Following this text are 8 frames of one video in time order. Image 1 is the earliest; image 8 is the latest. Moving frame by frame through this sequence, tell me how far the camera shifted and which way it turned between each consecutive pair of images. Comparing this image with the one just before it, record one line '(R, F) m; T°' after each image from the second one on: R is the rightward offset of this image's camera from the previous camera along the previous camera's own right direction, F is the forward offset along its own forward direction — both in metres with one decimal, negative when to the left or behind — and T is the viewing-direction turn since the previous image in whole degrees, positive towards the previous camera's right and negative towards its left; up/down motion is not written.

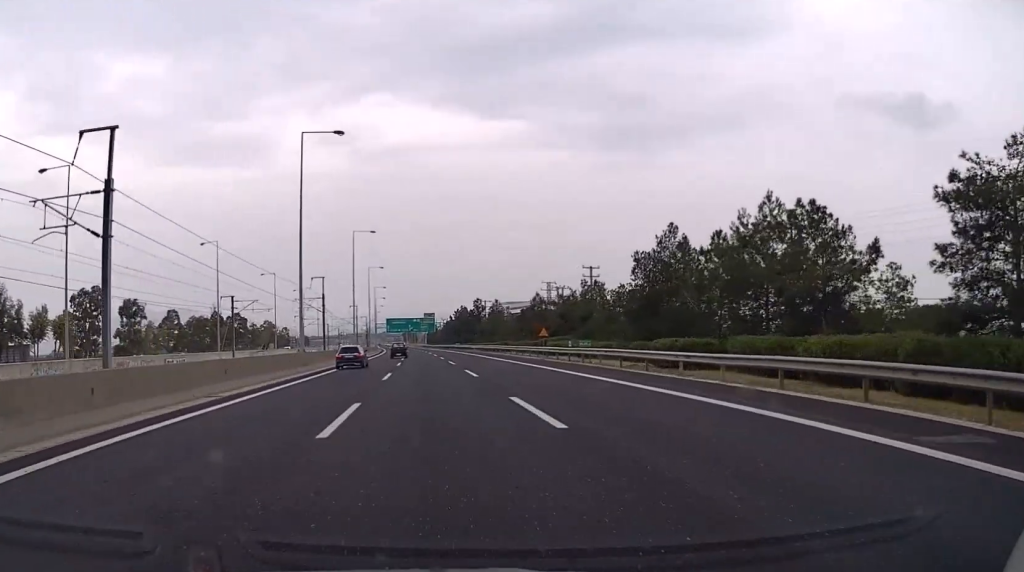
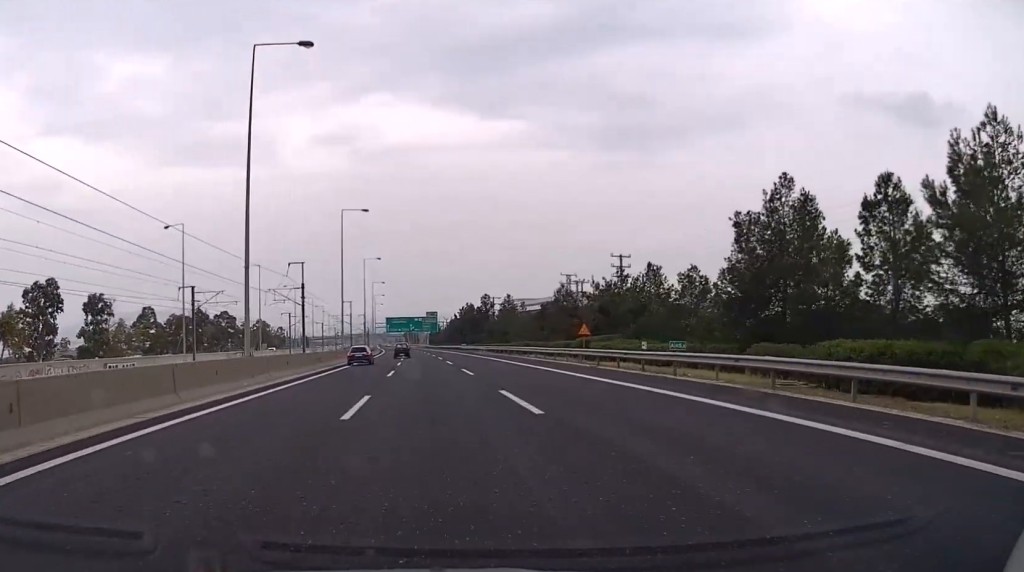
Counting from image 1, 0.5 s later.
(+0.1, +15.9) m; 0°
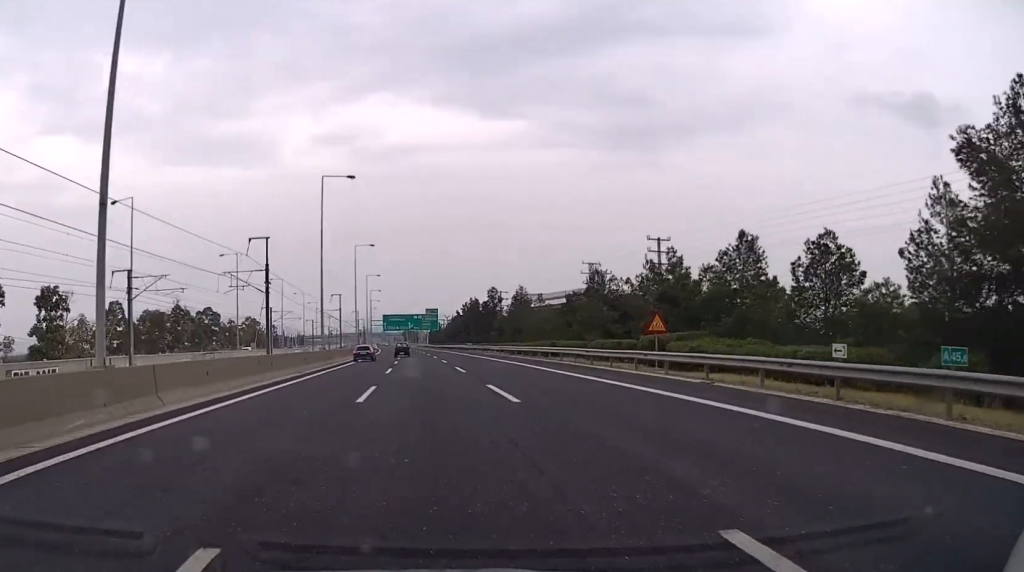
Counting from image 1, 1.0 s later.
(+0.1, +14.9) m; 0°
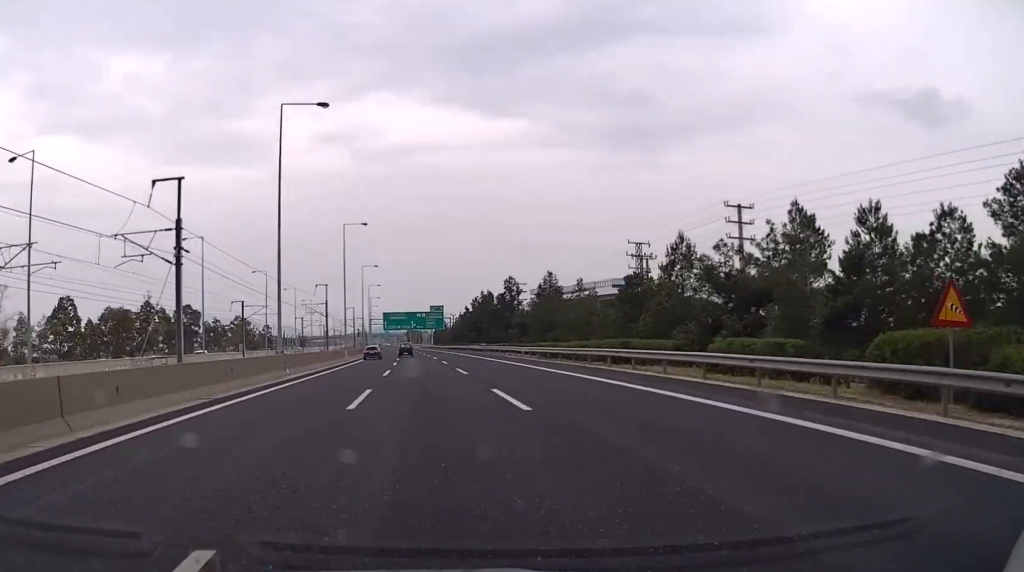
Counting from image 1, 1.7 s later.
(-0.3, +19.8) m; 0°
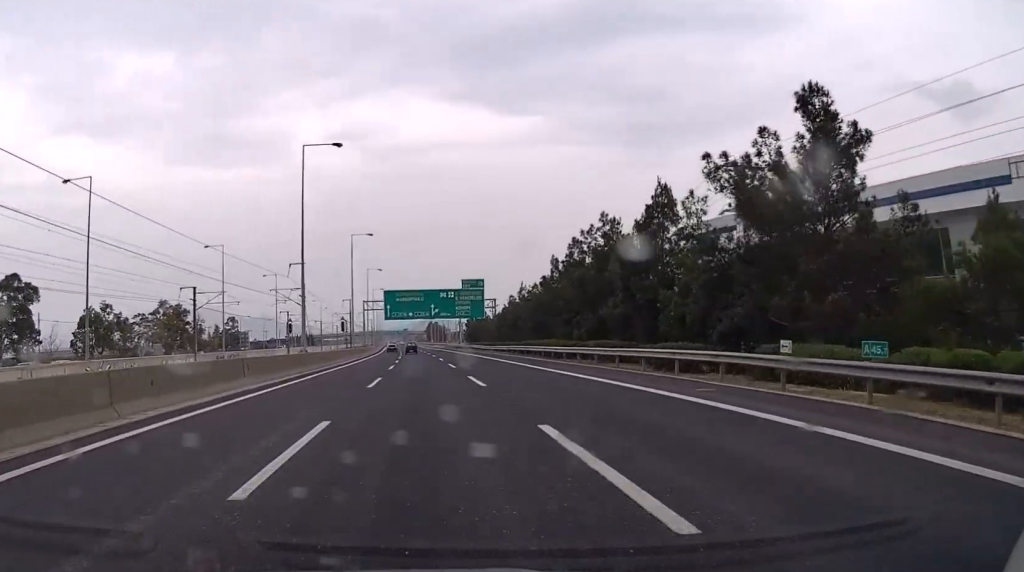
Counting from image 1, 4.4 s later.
(-0.8, +81.4) m; -1°
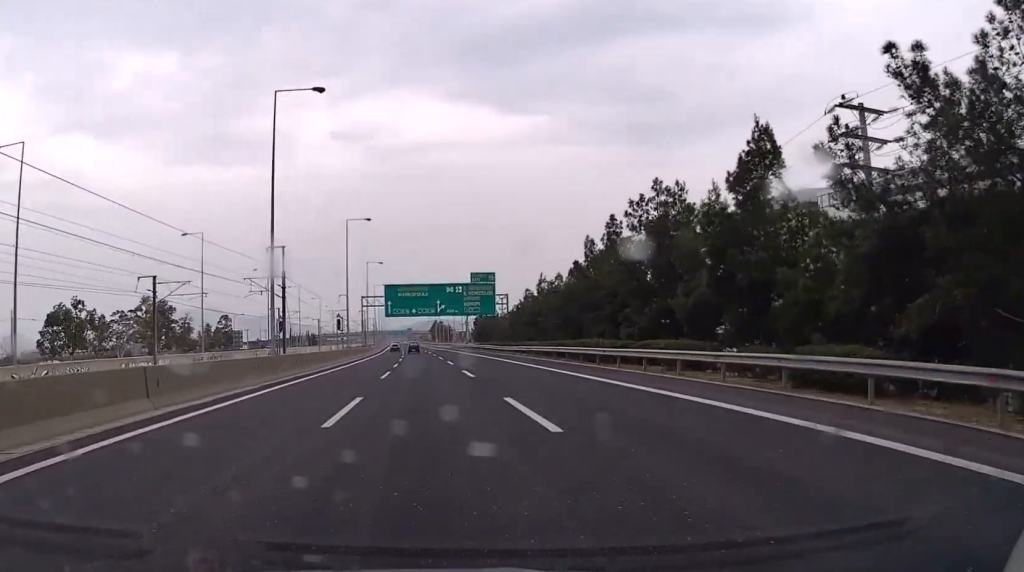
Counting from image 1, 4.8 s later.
(0.0, +11.9) m; 0°
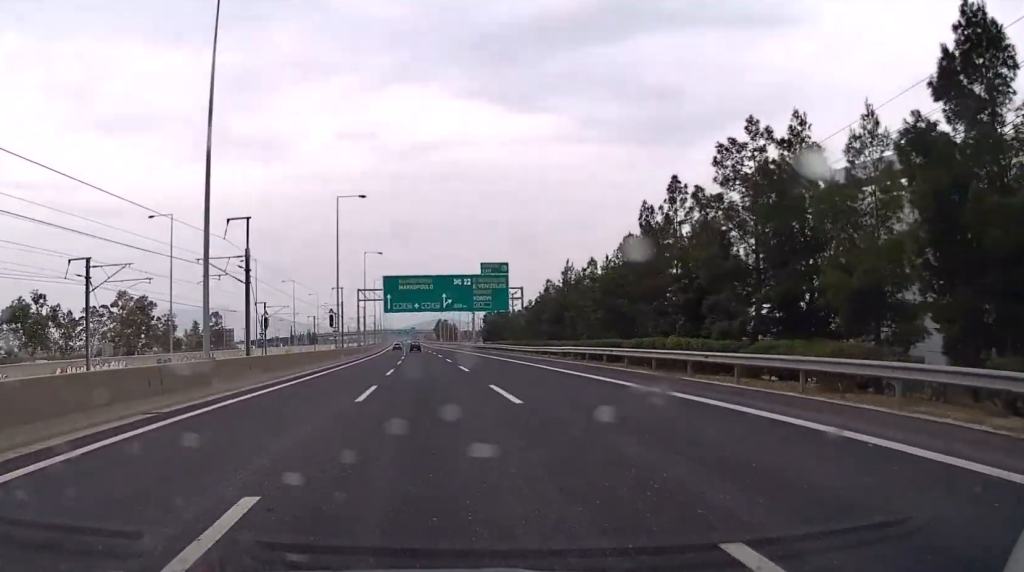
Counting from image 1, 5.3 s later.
(0.0, +12.9) m; 0°
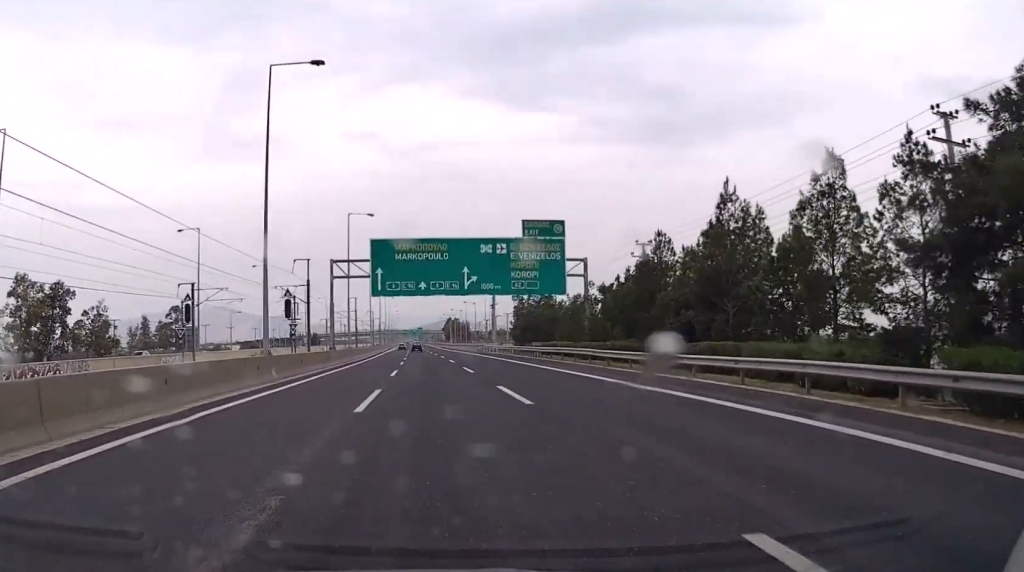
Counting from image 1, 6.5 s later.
(-0.2, +35.7) m; -1°
